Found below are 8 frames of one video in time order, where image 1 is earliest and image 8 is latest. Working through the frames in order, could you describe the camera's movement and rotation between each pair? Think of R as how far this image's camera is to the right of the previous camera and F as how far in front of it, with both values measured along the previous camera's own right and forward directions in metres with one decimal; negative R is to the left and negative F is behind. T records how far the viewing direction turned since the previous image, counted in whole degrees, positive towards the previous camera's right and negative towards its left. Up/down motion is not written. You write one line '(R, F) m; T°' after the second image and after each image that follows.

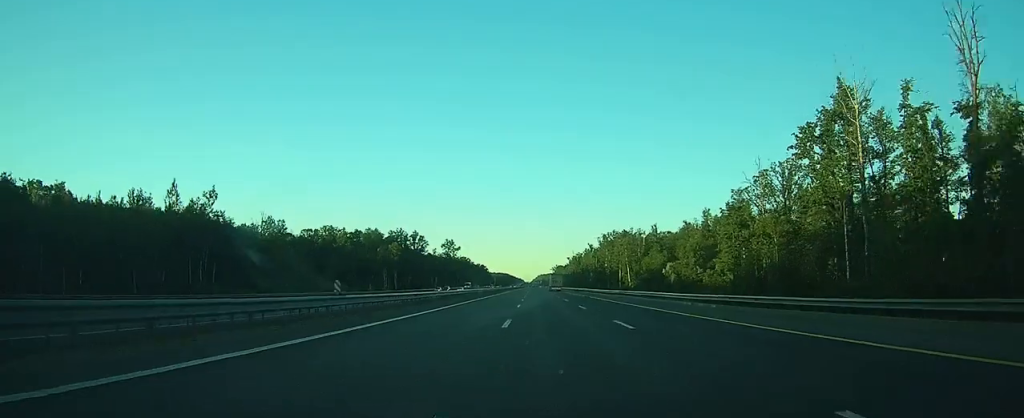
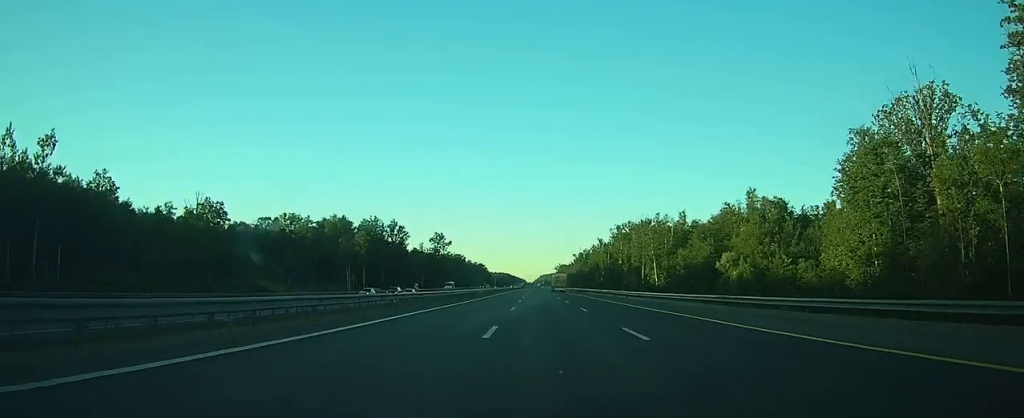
(-0.1, +35.8) m; 0°
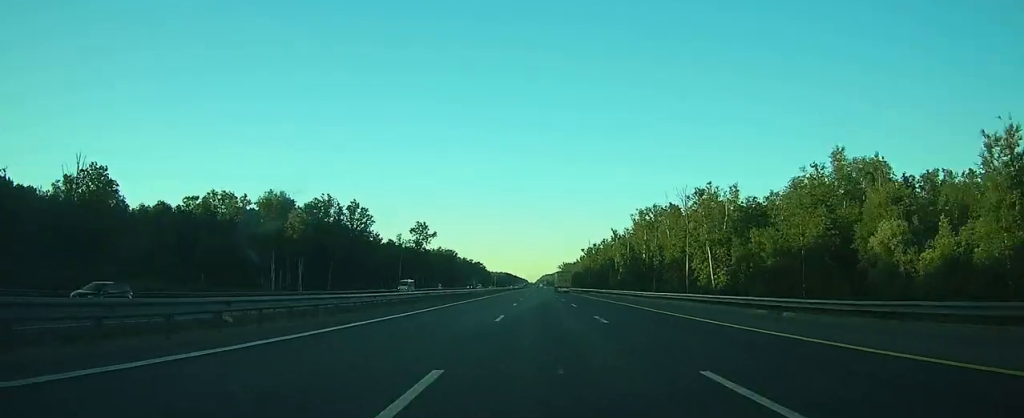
(-0.2, +41.4) m; 0°
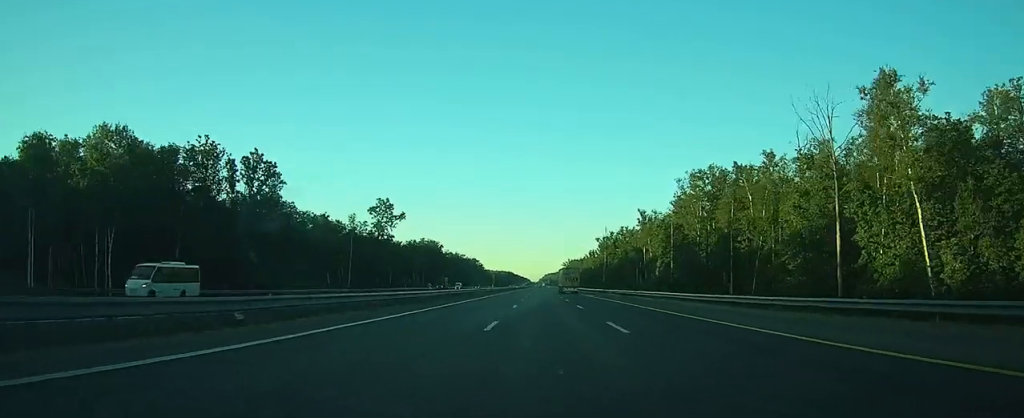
(-0.1, +52.7) m; 0°
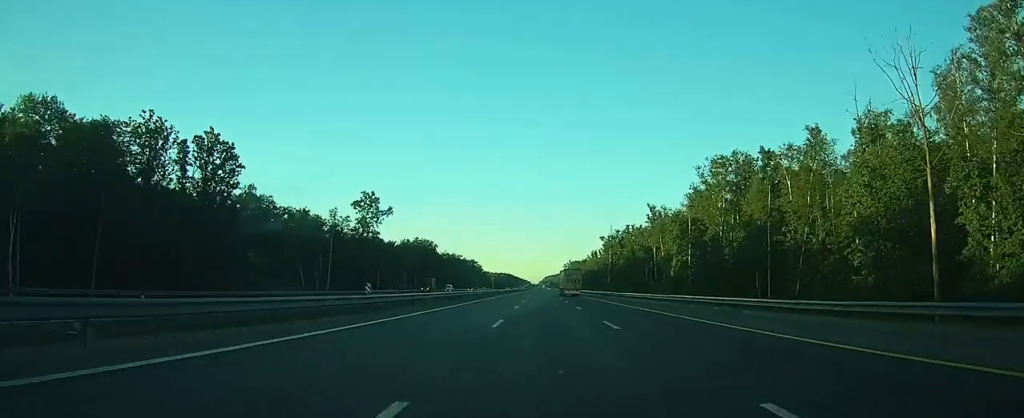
(0.0, +13.7) m; 0°
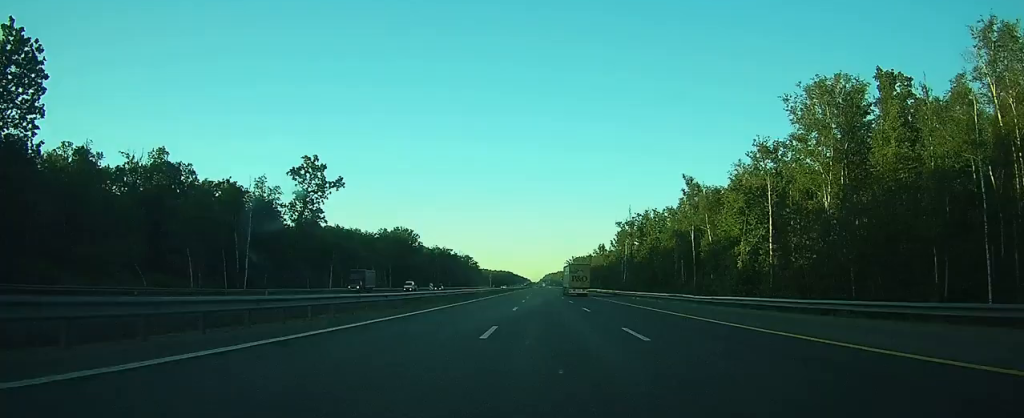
(0.0, +36.7) m; 0°
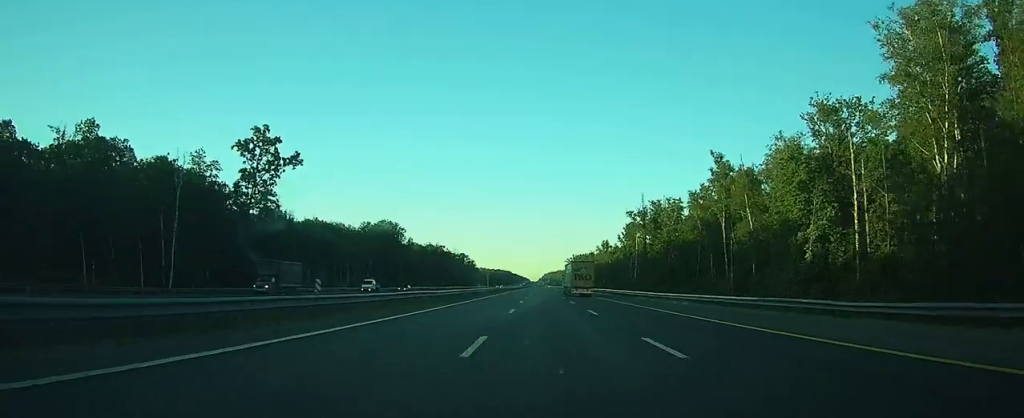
(0.0, +19.4) m; 0°
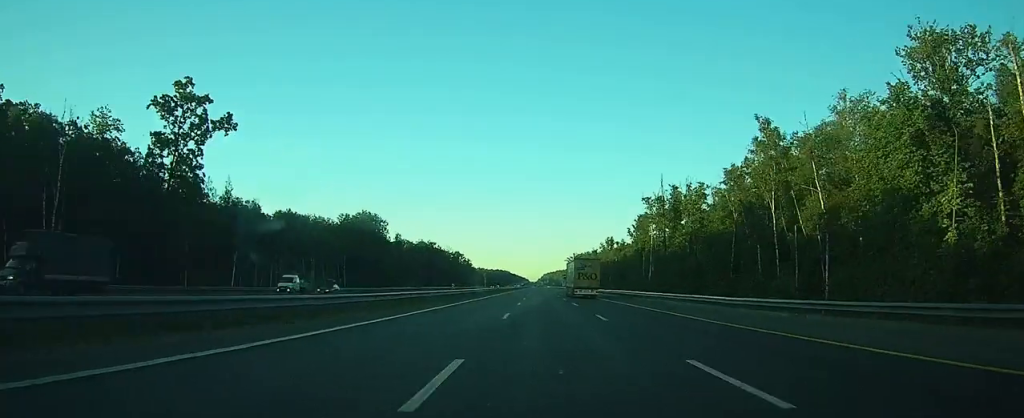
(0.0, +20.6) m; 0°
